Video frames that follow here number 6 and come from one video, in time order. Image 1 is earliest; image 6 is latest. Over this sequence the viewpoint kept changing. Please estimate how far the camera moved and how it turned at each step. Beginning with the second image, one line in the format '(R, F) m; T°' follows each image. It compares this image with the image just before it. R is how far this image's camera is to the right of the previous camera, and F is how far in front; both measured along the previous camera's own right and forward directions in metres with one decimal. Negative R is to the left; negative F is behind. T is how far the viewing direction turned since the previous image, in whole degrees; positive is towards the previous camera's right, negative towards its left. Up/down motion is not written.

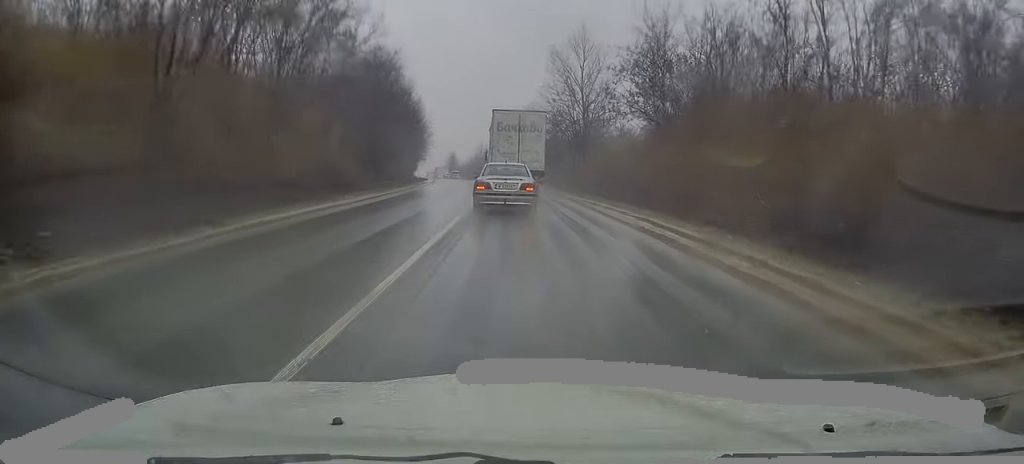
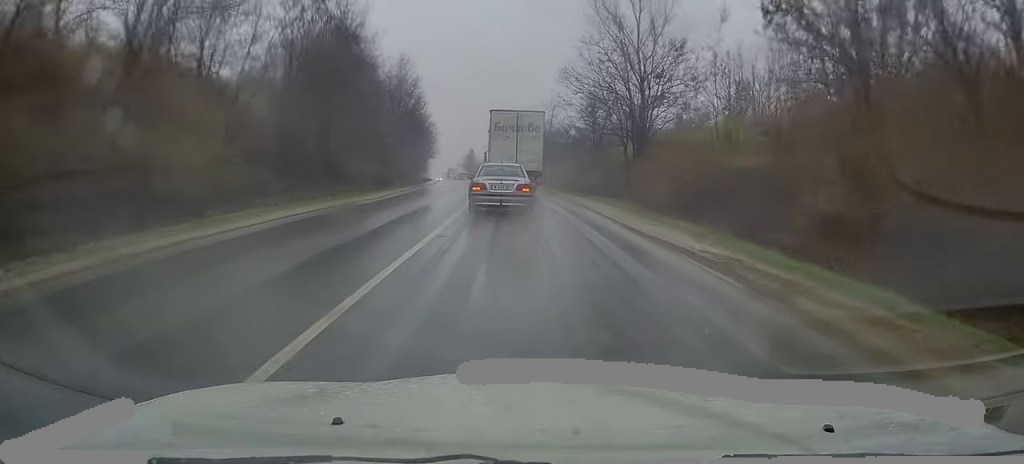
(+0.2, +20.9) m; -1°
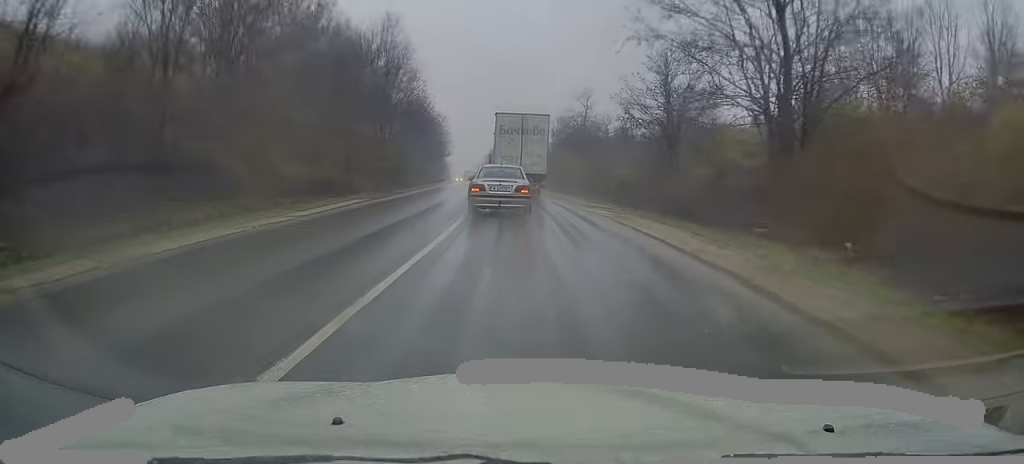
(-0.7, +20.7) m; -3°
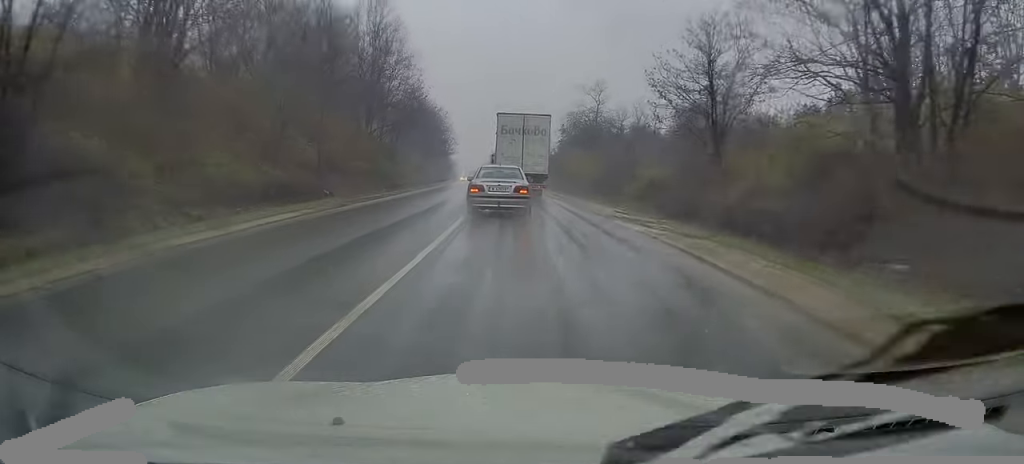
(0.0, +7.1) m; -1°
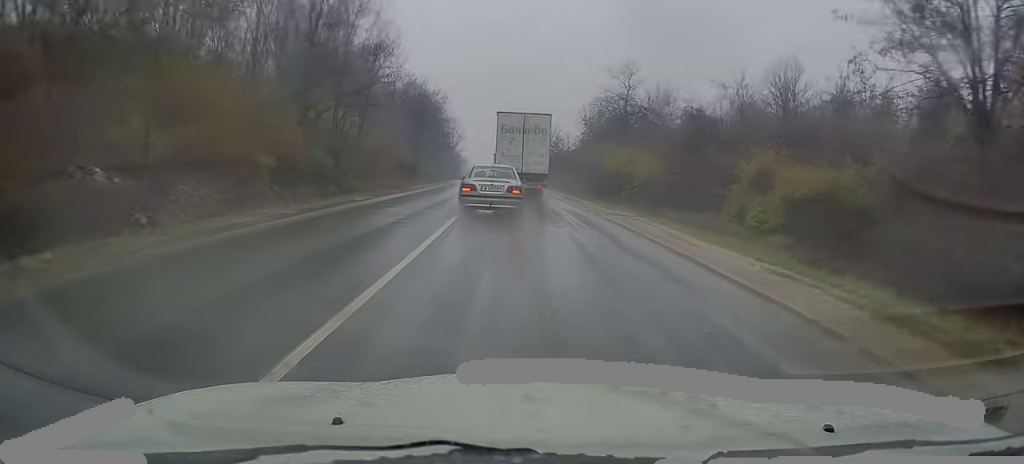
(-0.3, +16.9) m; -1°
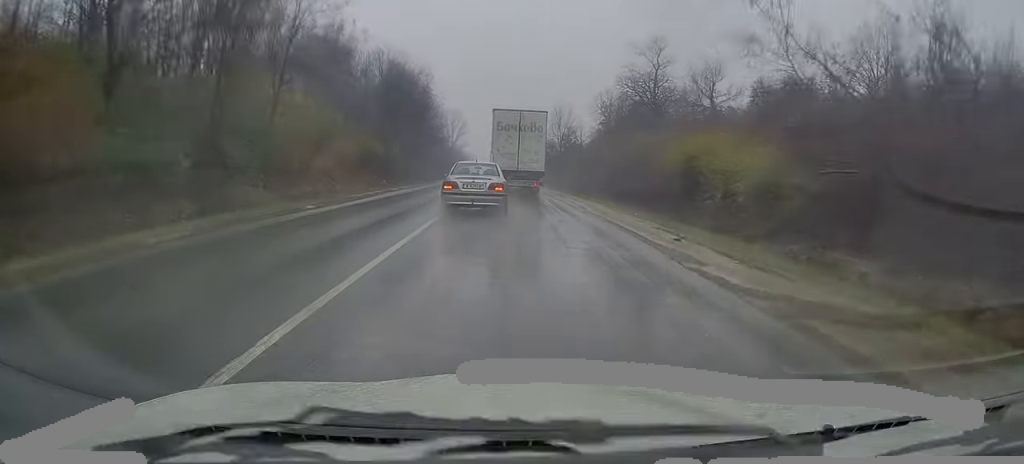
(-0.2, +15.8) m; 0°
